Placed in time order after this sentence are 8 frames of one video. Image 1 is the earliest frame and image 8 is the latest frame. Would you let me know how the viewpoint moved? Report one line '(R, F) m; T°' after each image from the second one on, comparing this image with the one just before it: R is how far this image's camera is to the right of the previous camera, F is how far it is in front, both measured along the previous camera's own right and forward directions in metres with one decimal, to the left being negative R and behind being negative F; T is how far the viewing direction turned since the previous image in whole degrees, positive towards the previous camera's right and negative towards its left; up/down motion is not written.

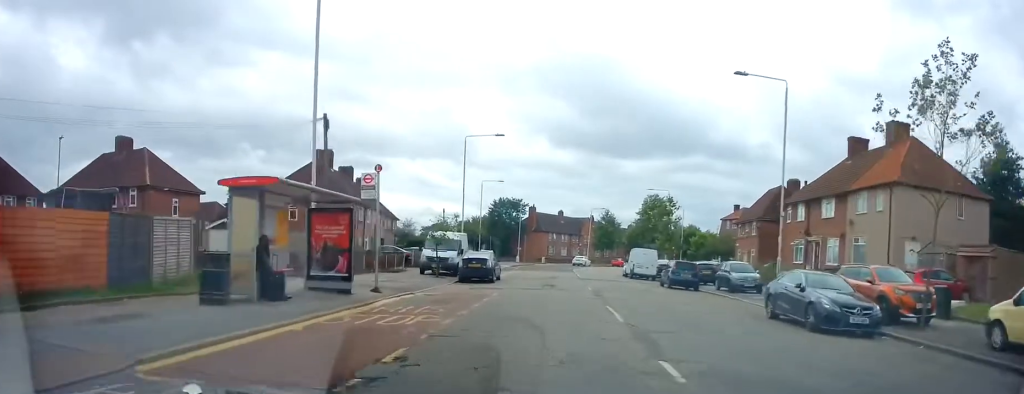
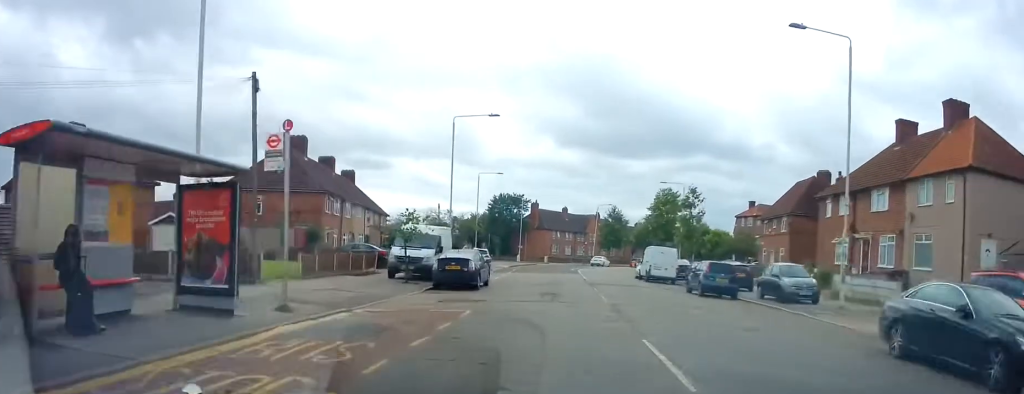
(+0.2, +6.3) m; 0°
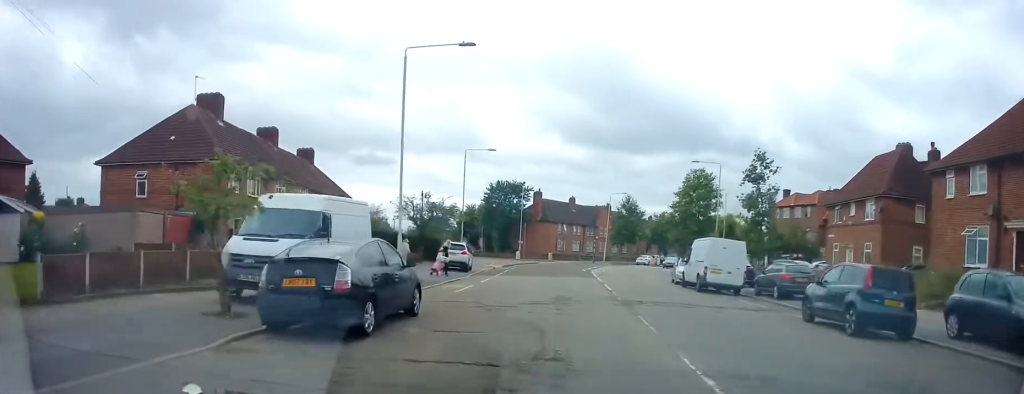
(0.0, +13.0) m; 0°
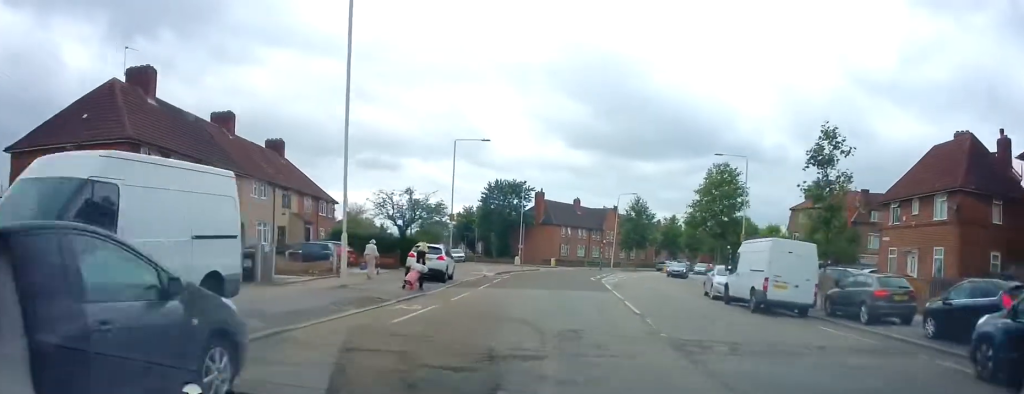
(+0.1, +7.3) m; -1°
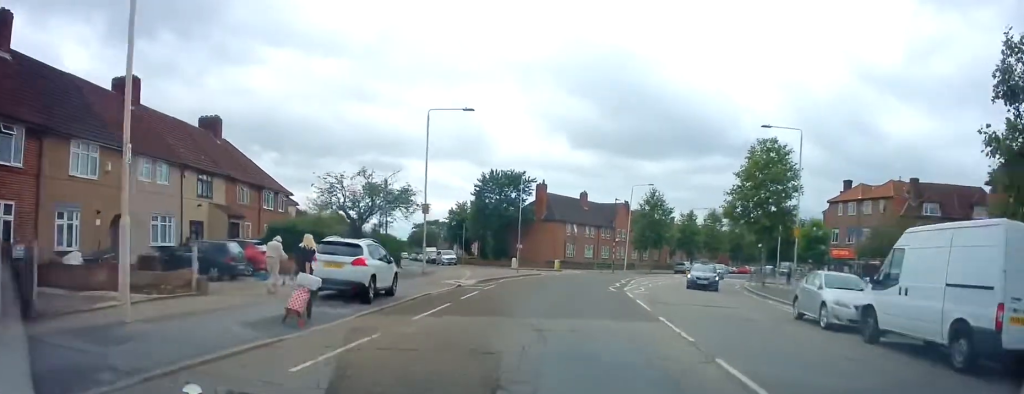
(-0.2, +10.3) m; -1°
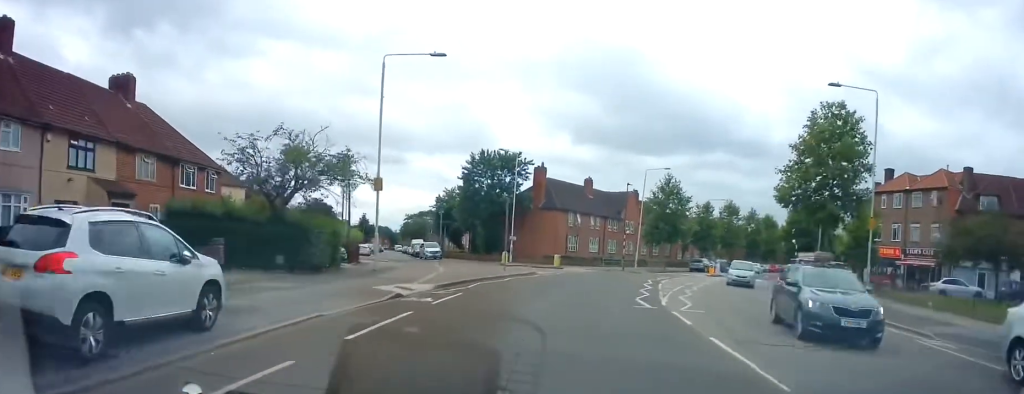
(0.0, +9.4) m; +1°
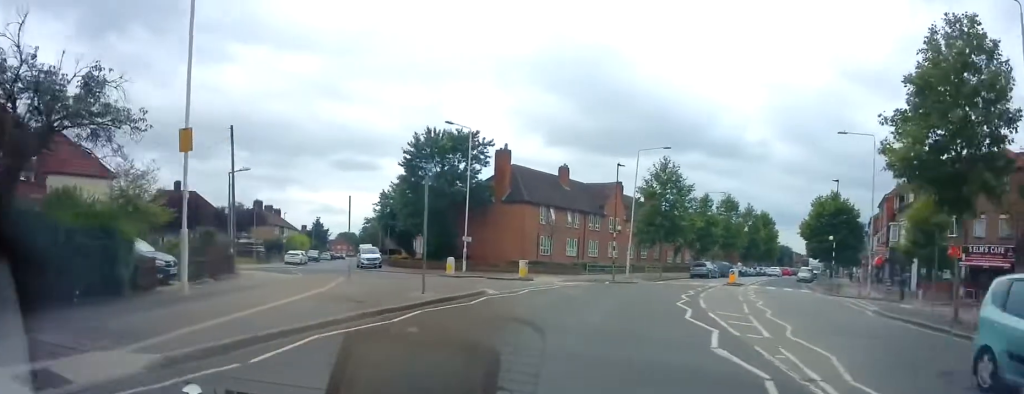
(+0.2, +12.8) m; +3°
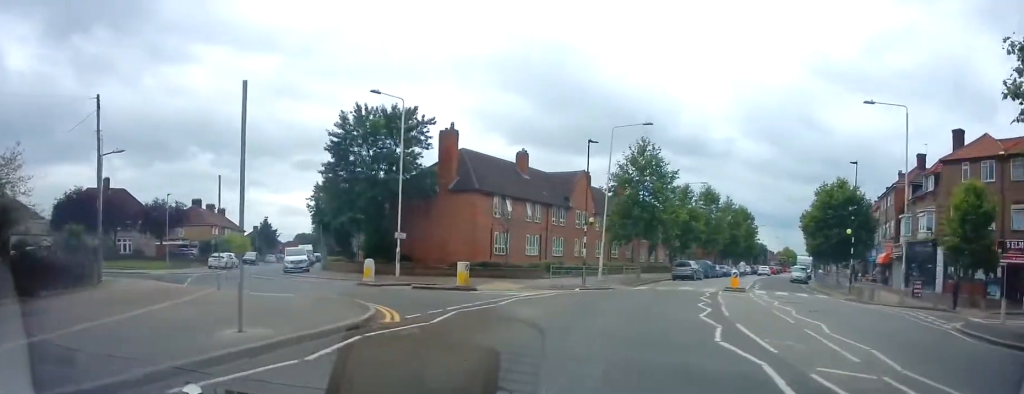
(+0.4, +8.1) m; +3°
